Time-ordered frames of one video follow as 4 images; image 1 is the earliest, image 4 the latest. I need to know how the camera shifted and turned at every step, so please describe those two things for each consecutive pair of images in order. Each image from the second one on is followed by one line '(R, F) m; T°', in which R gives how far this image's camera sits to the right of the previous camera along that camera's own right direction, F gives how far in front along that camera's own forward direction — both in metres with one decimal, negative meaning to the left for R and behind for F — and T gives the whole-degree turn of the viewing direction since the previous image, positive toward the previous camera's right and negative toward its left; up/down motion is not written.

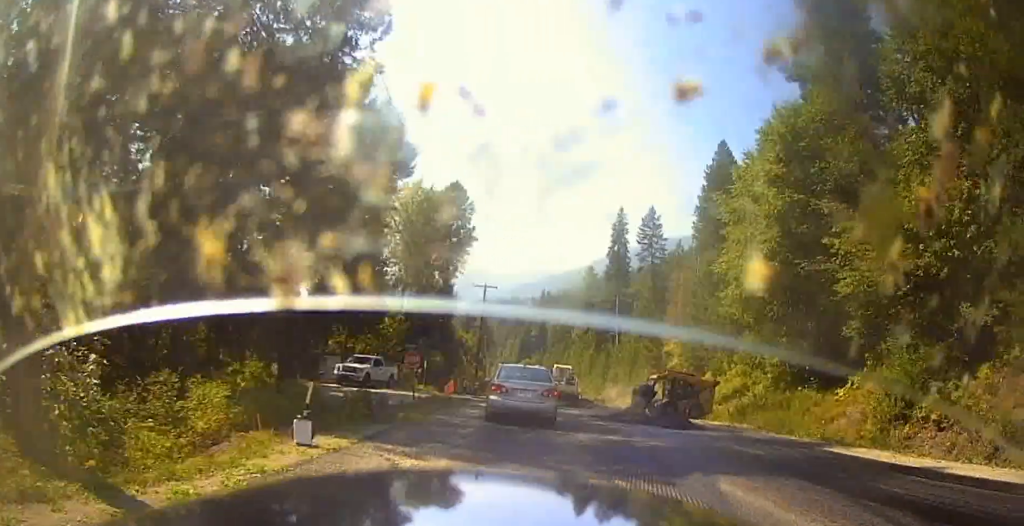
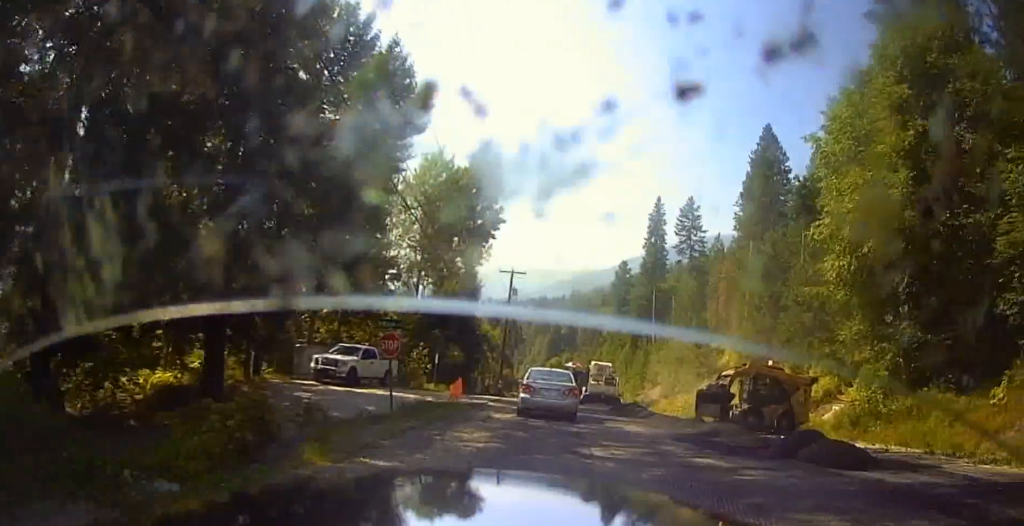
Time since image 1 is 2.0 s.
(-0.3, +9.3) m; -7°
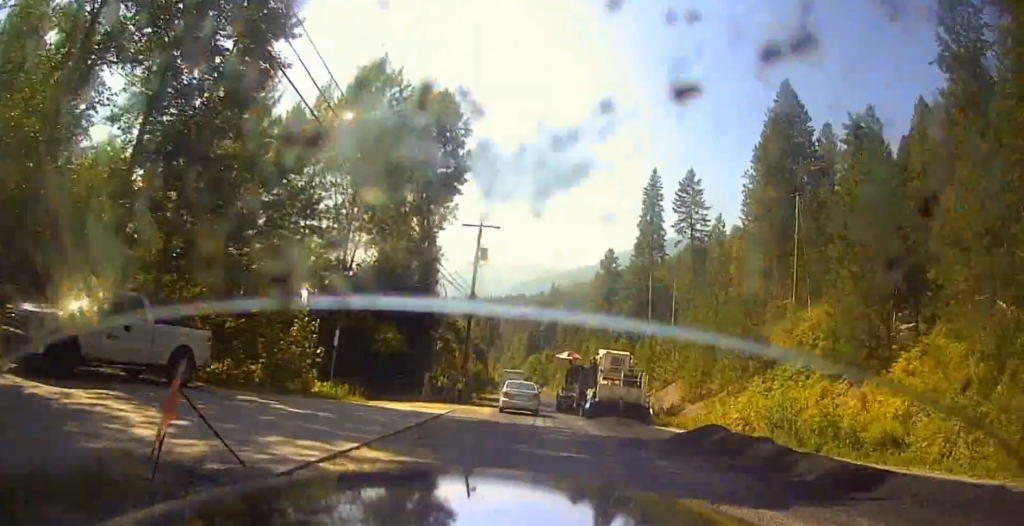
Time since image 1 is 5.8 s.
(+2.1, +22.0) m; +2°
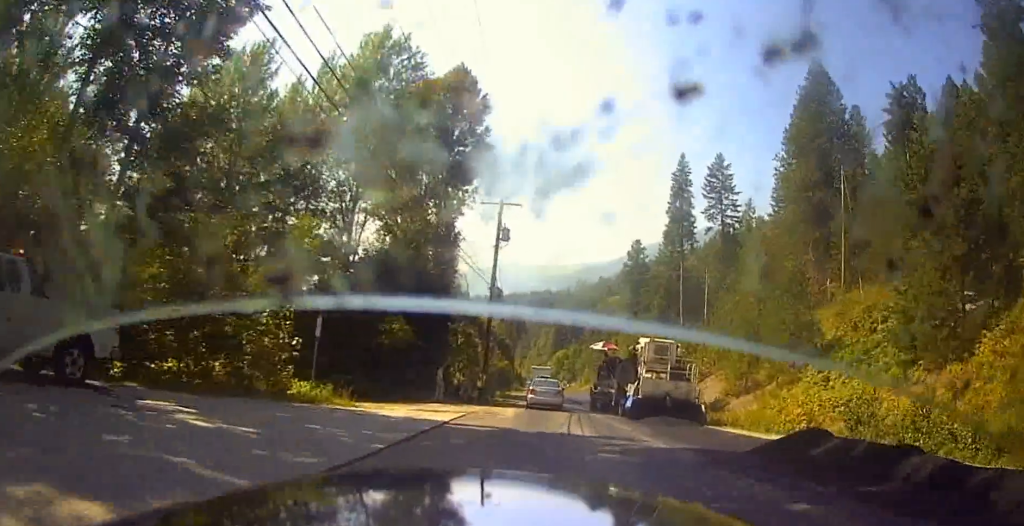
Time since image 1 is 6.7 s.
(+0.2, +5.9) m; +2°
